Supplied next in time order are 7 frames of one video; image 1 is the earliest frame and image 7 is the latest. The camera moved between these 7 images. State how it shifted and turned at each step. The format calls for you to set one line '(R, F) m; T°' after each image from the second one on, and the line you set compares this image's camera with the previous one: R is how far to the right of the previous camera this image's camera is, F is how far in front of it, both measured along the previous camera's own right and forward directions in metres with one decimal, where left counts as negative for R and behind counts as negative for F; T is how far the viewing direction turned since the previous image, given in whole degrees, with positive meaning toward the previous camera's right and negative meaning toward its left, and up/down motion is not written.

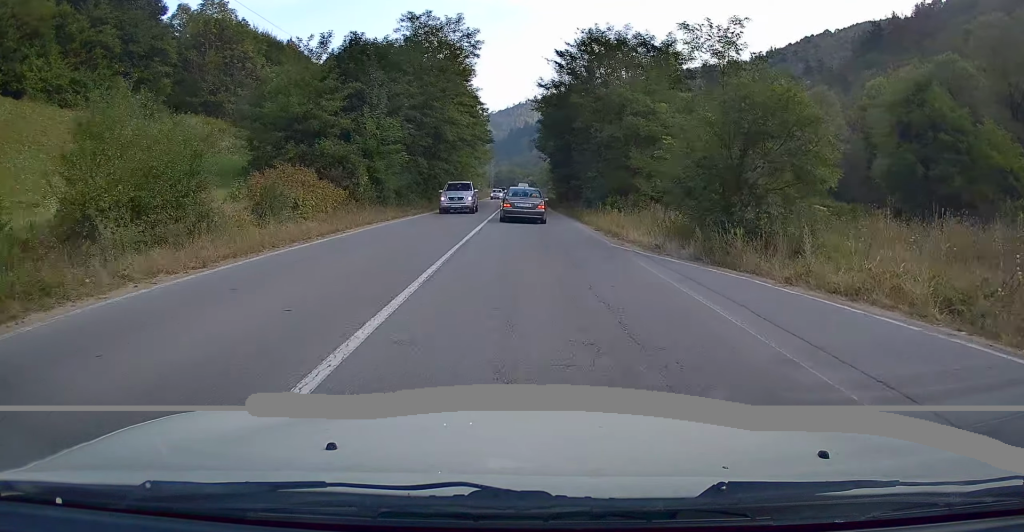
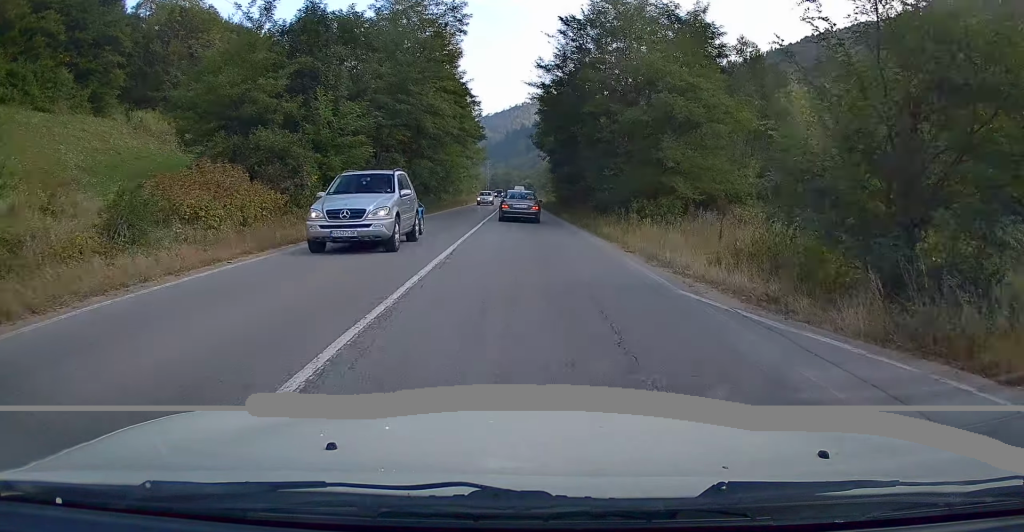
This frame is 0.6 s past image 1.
(0.0, +7.2) m; 0°
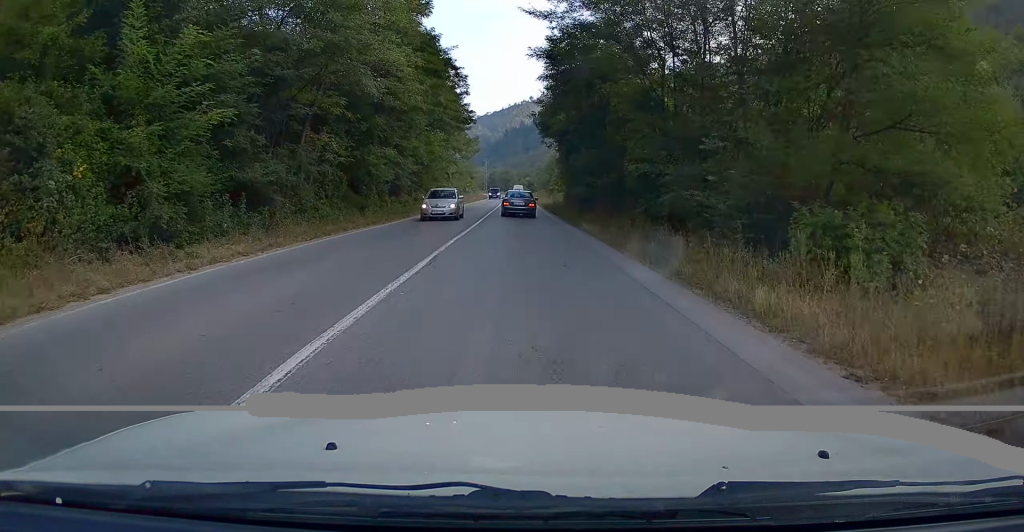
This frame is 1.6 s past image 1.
(+0.1, +13.1) m; +1°
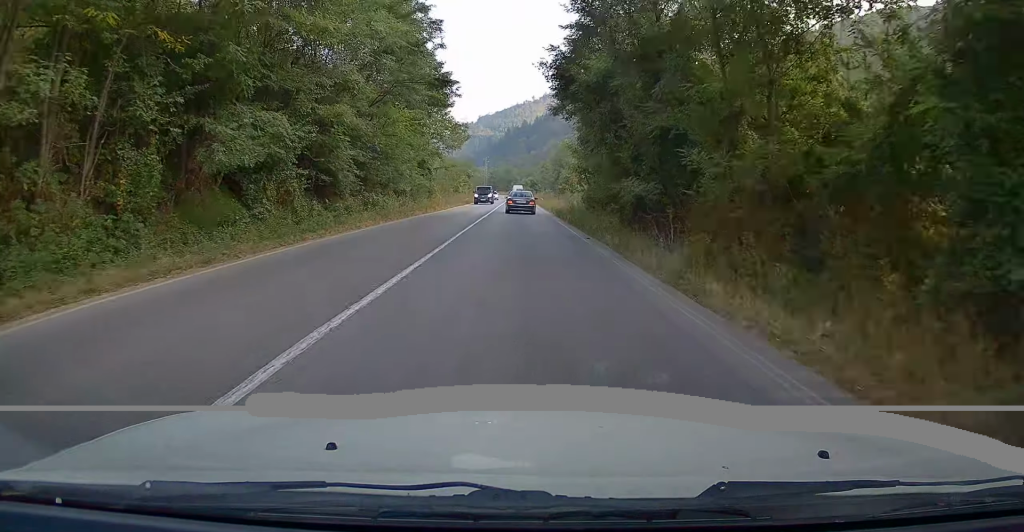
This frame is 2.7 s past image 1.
(0.0, +14.8) m; 0°
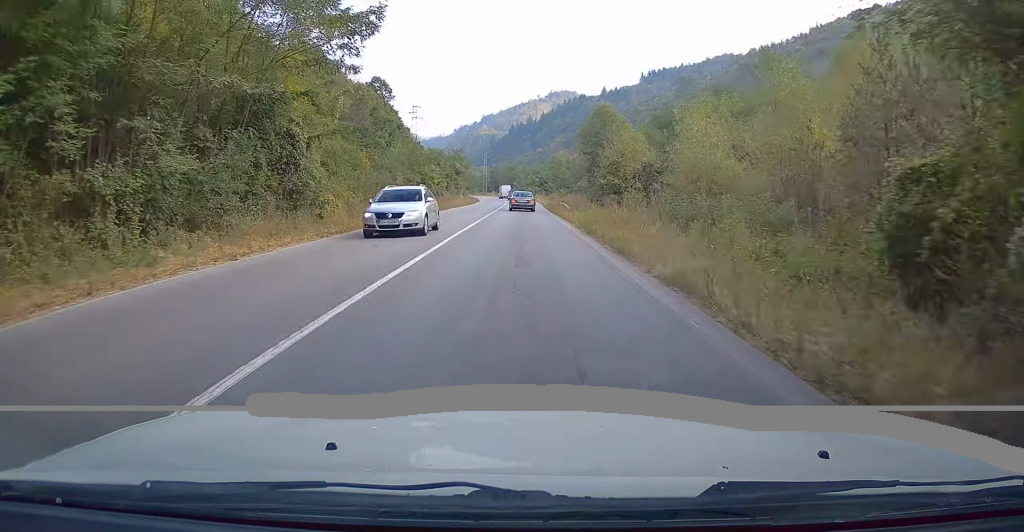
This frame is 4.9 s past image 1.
(+0.3, +34.5) m; 0°
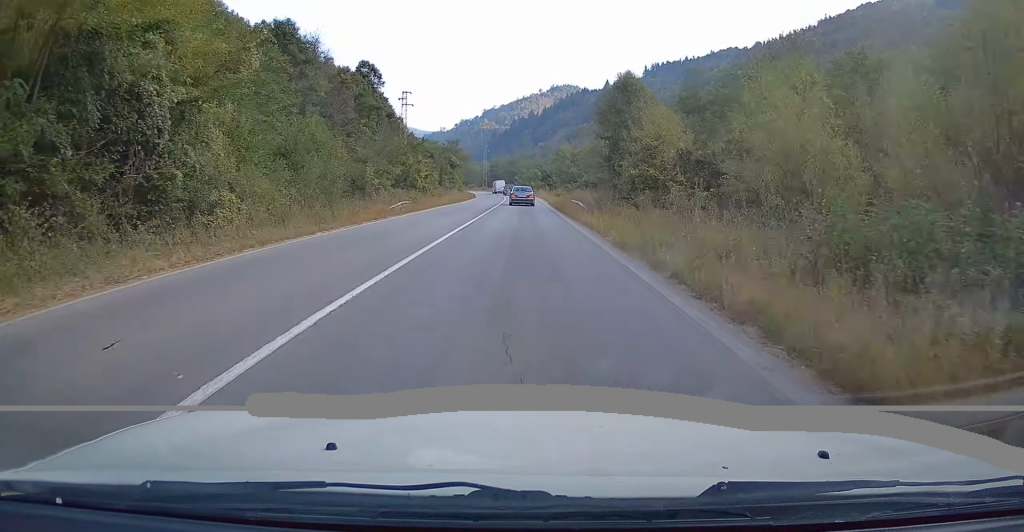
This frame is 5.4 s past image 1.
(0.0, +9.8) m; 0°
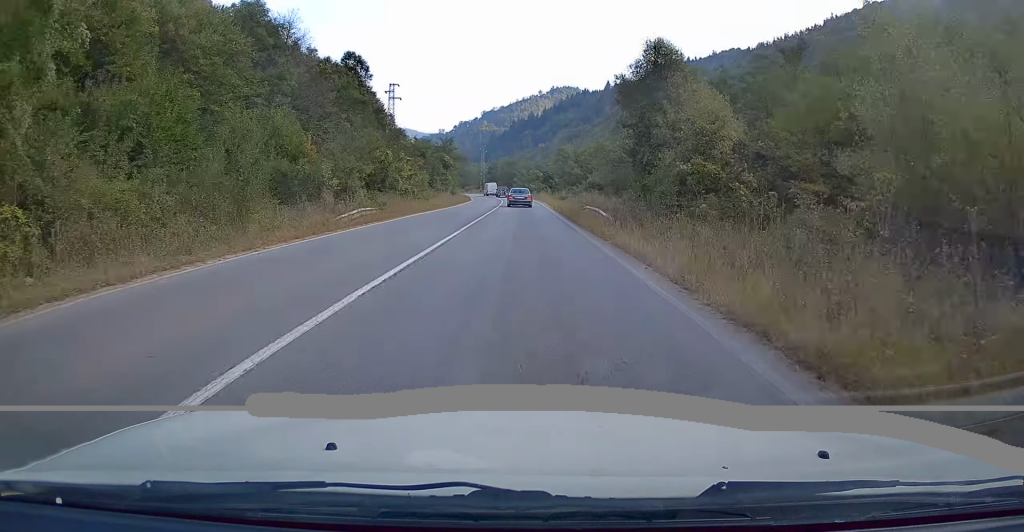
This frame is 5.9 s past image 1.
(0.0, +8.9) m; 0°
